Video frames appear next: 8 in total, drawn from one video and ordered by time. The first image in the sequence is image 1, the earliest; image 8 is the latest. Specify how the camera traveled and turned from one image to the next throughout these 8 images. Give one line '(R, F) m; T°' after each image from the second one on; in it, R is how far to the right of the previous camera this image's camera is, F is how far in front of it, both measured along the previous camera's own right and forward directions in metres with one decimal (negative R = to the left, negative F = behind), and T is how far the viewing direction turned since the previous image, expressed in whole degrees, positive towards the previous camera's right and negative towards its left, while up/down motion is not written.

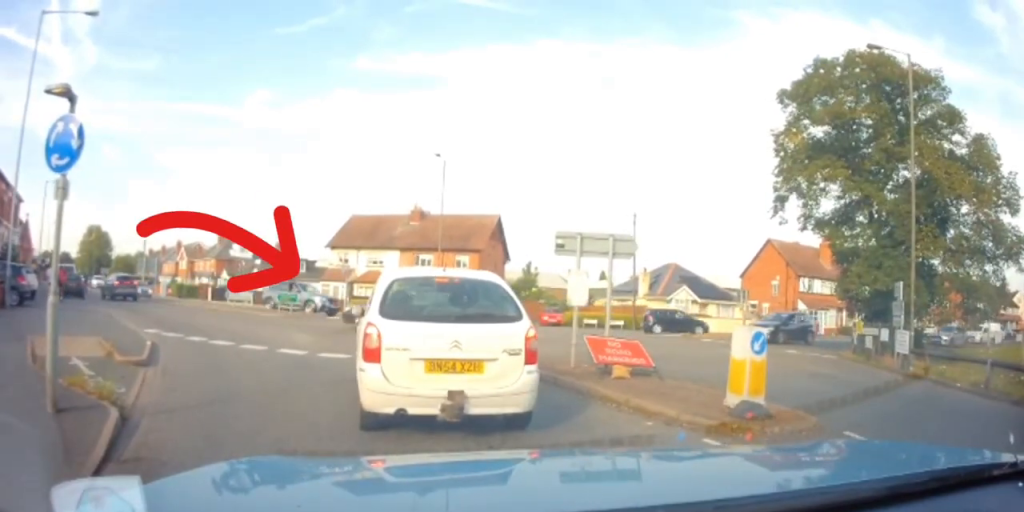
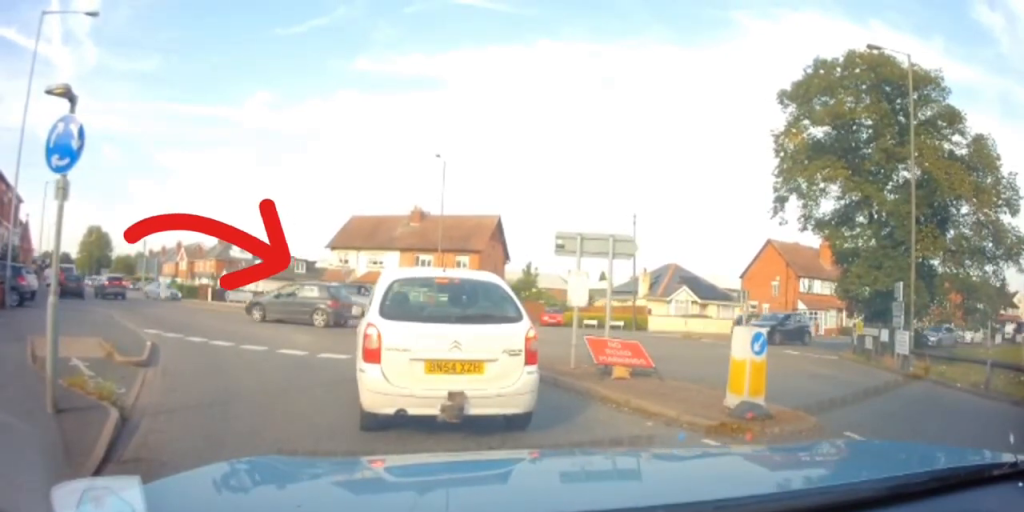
(0.0, 0.0) m; 0°
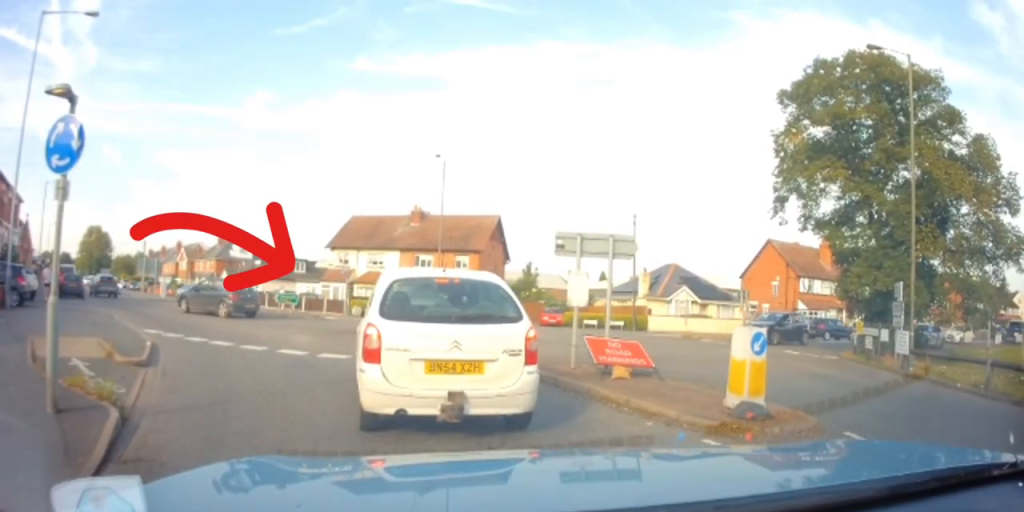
(0.0, 0.0) m; 0°
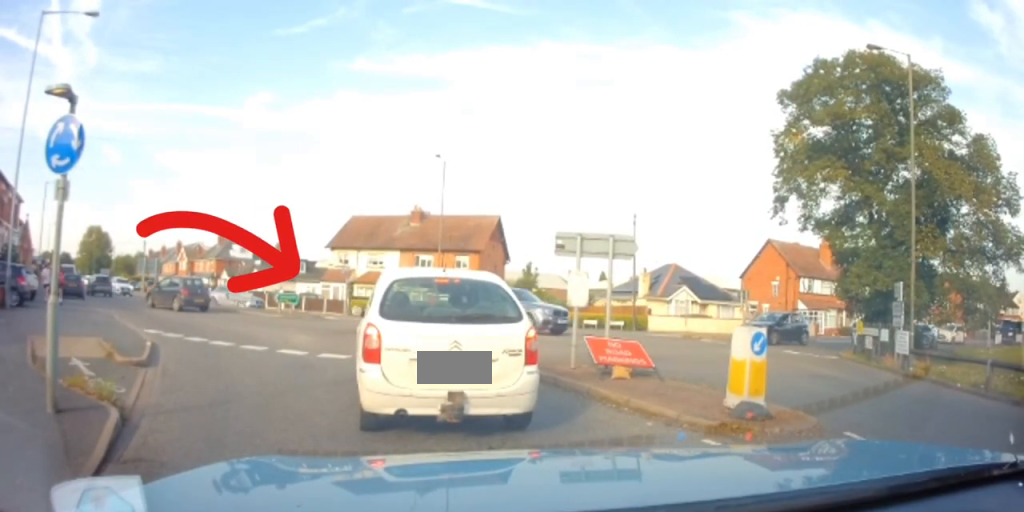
(0.0, 0.0) m; 0°
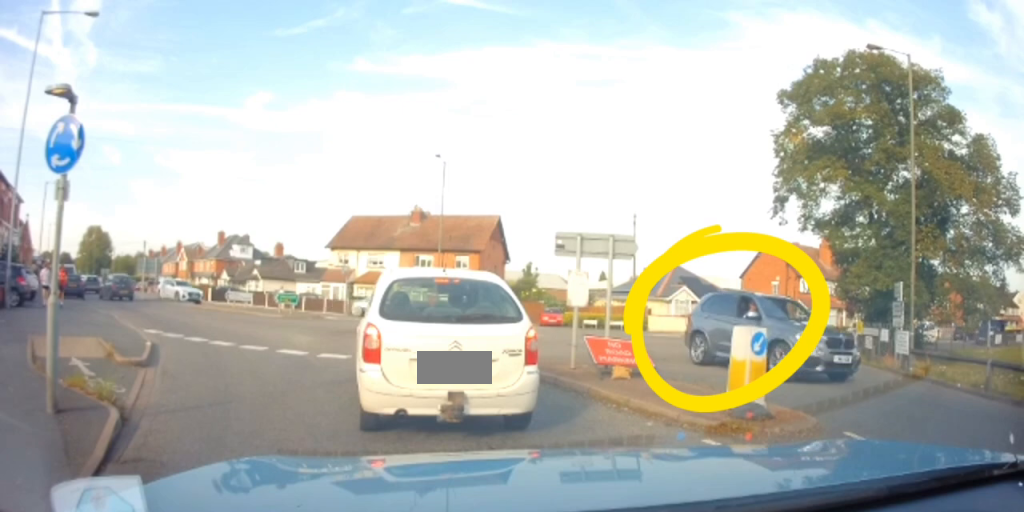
(0.0, 0.0) m; 0°
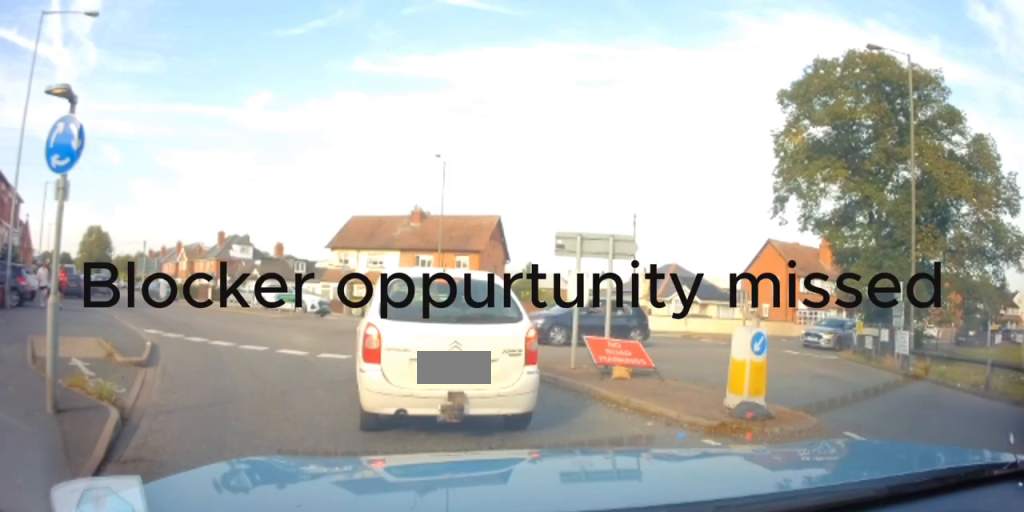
(0.0, 0.0) m; 0°
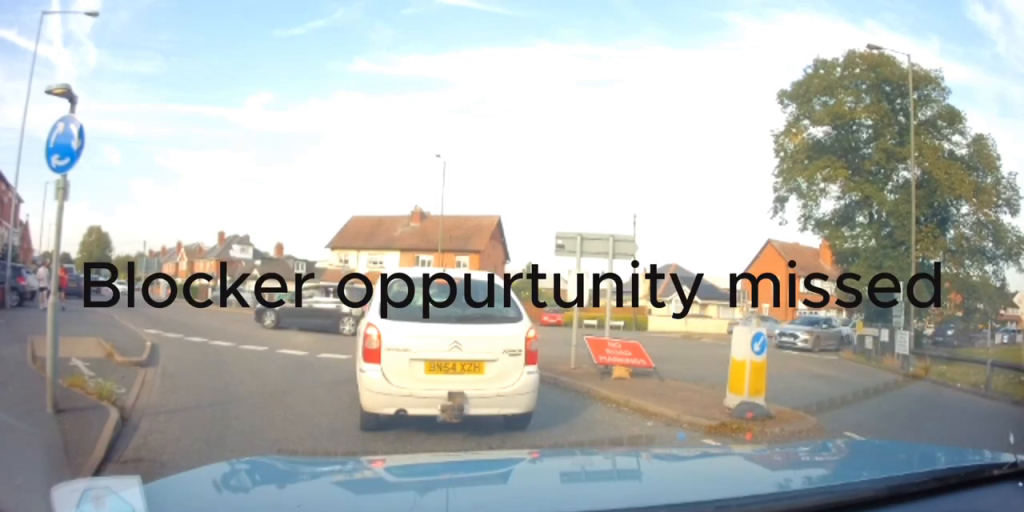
(0.0, 0.0) m; 0°
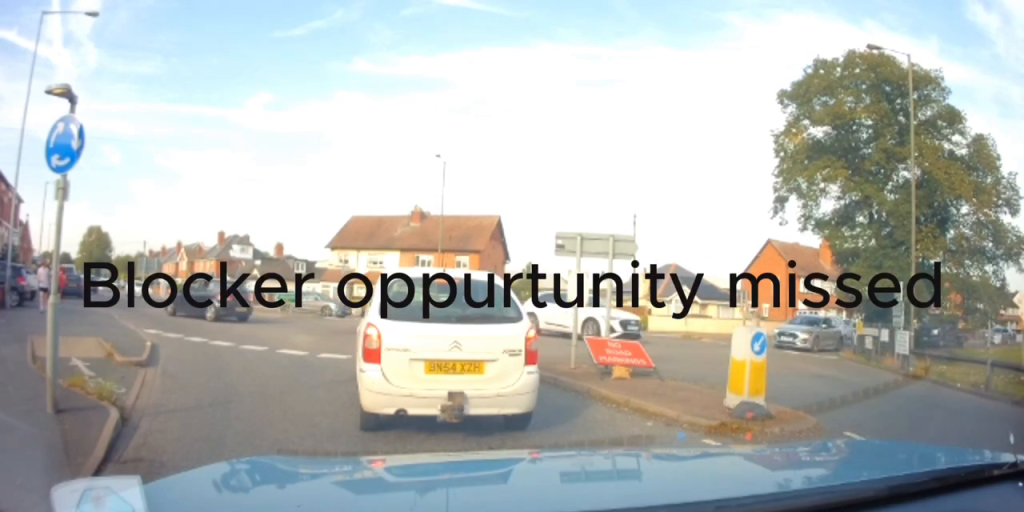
(0.0, 0.0) m; 0°
